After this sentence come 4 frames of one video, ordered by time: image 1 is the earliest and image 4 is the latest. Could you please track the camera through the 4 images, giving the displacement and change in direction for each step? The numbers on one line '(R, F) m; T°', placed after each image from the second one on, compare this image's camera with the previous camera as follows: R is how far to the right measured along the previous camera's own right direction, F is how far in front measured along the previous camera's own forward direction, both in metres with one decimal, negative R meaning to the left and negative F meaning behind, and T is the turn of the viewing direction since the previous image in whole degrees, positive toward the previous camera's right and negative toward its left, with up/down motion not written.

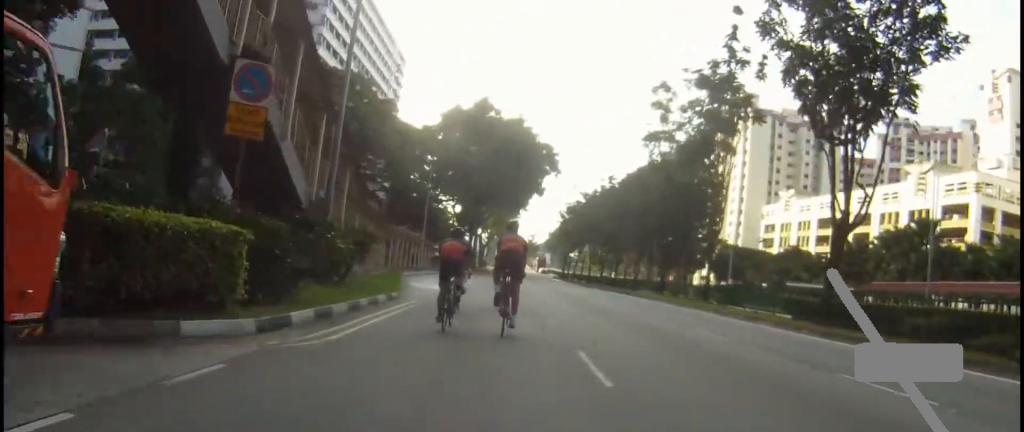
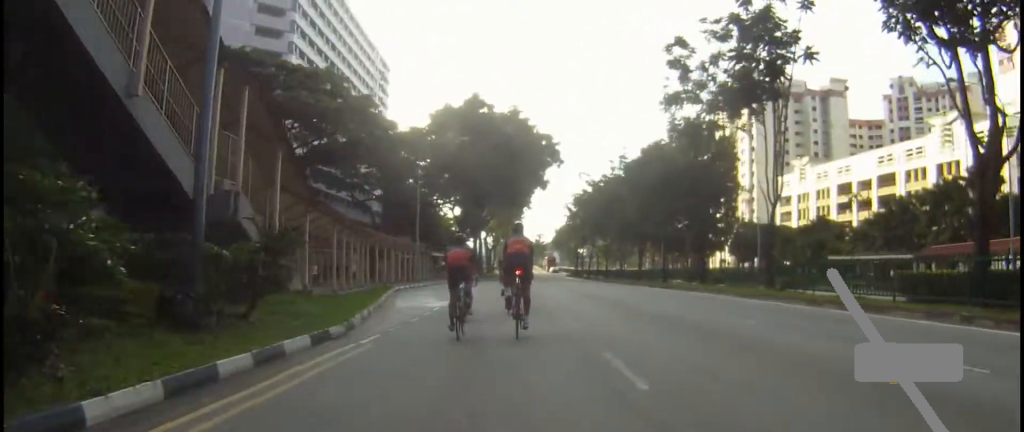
(-0.2, +6.7) m; -1°
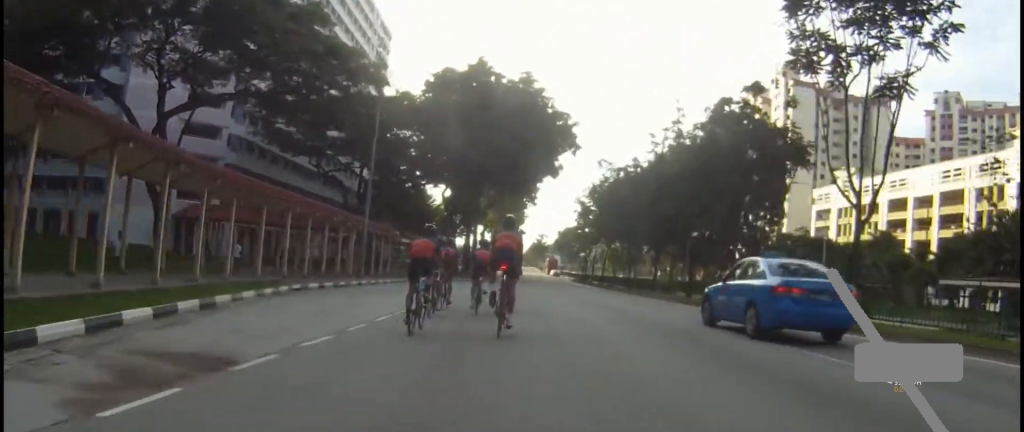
(0.0, +15.7) m; 0°
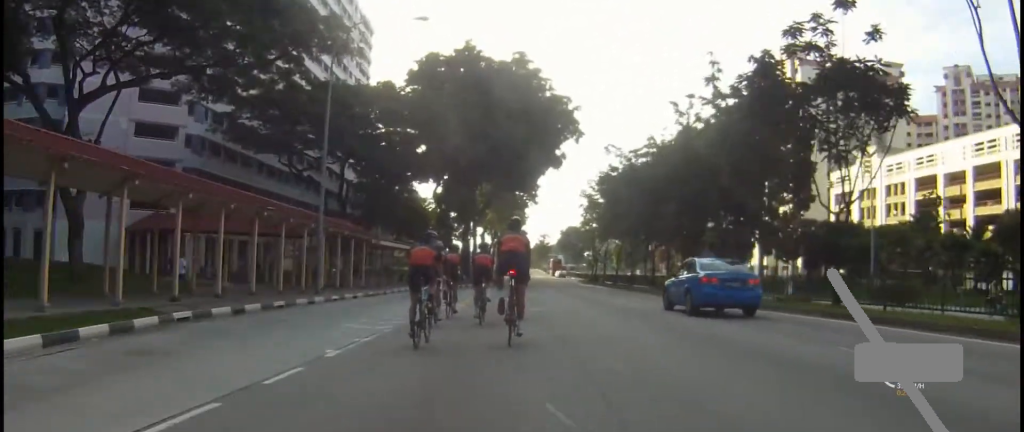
(0.0, +7.8) m; -1°
